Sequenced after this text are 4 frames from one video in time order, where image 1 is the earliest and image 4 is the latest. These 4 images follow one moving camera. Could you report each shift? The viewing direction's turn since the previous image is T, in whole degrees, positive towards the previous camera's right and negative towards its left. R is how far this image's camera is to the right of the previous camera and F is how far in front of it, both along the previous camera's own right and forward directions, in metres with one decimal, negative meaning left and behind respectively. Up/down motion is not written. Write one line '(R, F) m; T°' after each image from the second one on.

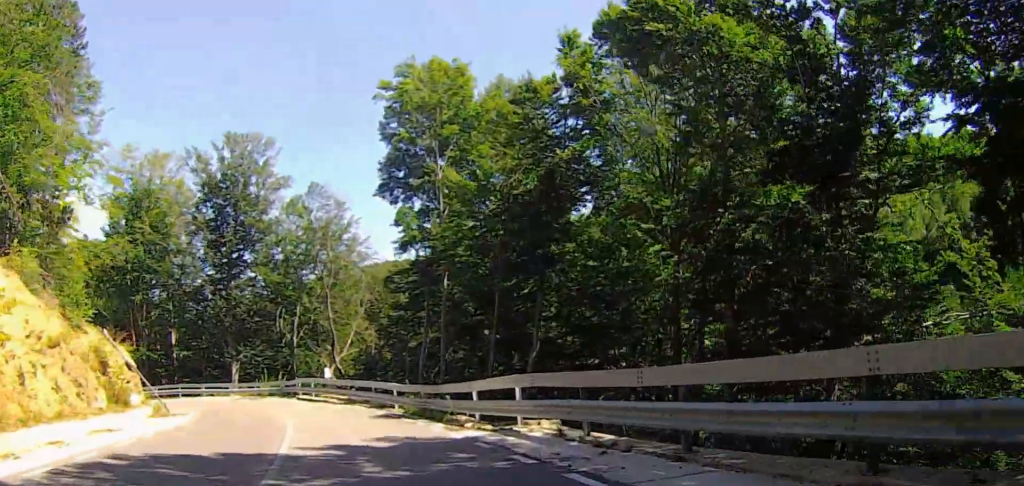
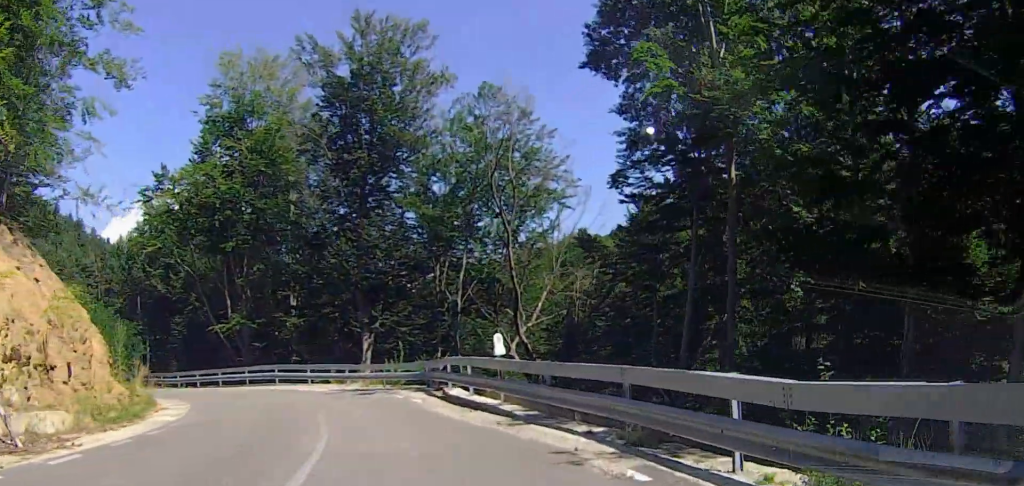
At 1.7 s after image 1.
(-1.4, +15.5) m; -18°
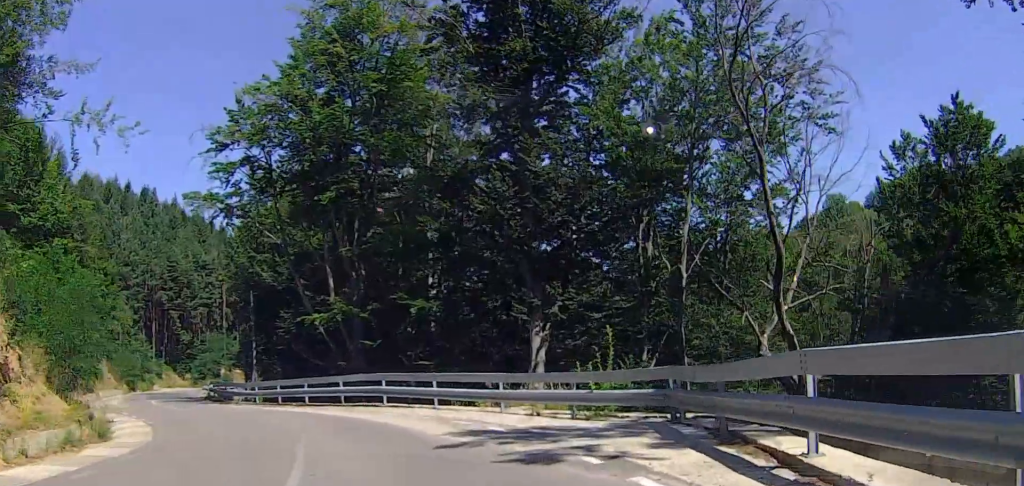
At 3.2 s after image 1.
(-2.2, +9.7) m; -30°
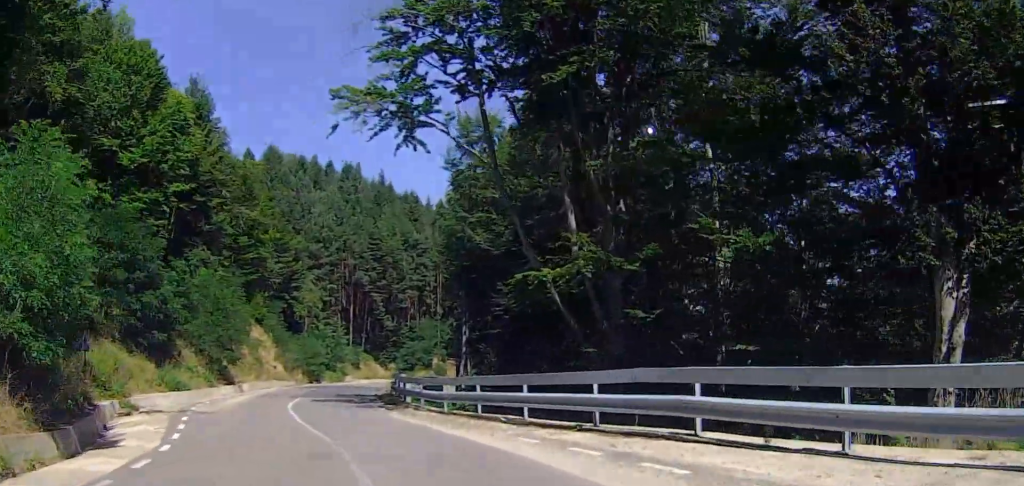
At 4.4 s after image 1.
(-2.0, +9.7) m; -12°
